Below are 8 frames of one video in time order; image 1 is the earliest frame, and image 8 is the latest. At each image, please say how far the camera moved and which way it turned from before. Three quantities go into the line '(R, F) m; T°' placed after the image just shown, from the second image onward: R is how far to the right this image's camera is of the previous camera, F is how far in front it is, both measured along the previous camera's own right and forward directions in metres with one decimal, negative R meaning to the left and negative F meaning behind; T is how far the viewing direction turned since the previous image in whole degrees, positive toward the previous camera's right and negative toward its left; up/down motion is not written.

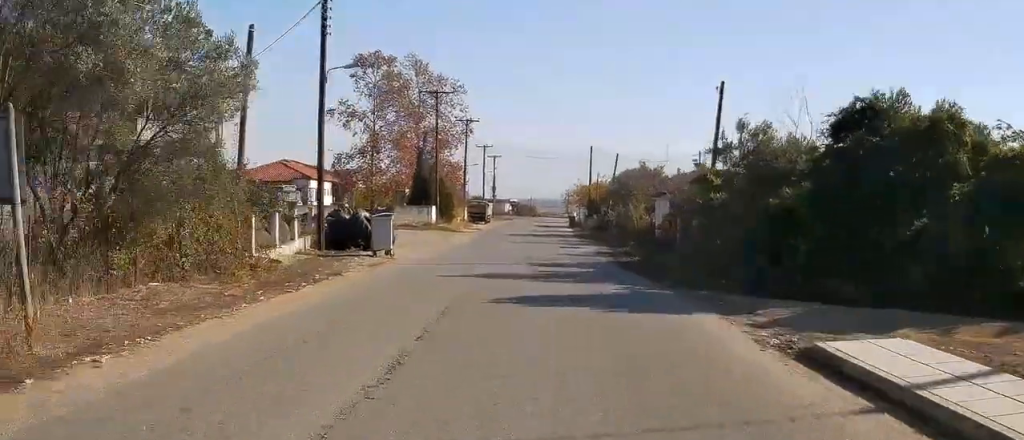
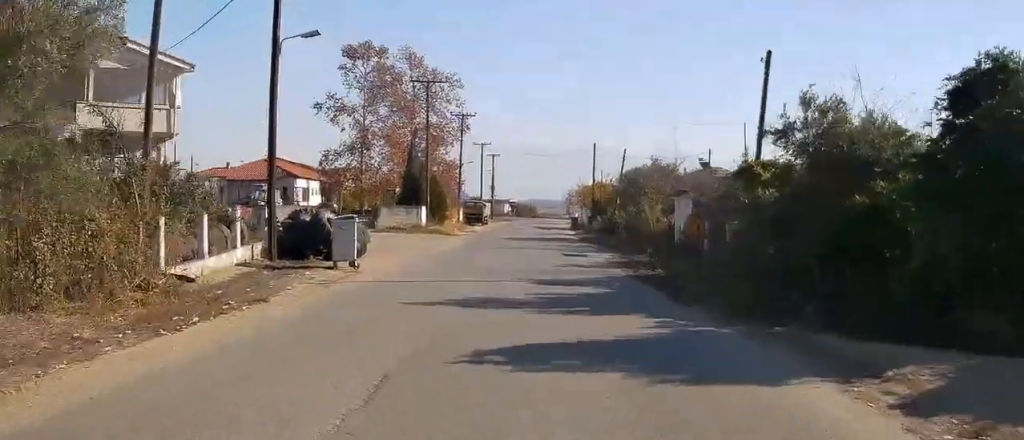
(0.0, +5.2) m; 0°
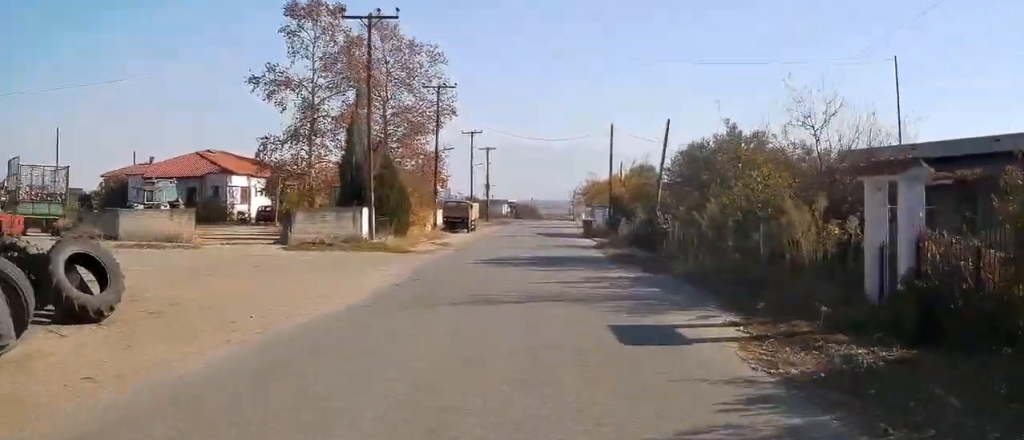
(+0.4, +18.4) m; +1°
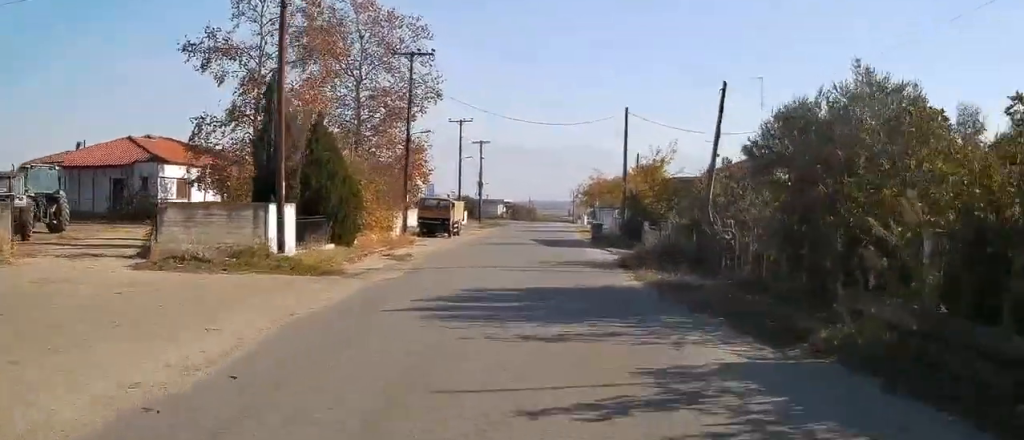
(0.0, +11.8) m; 0°
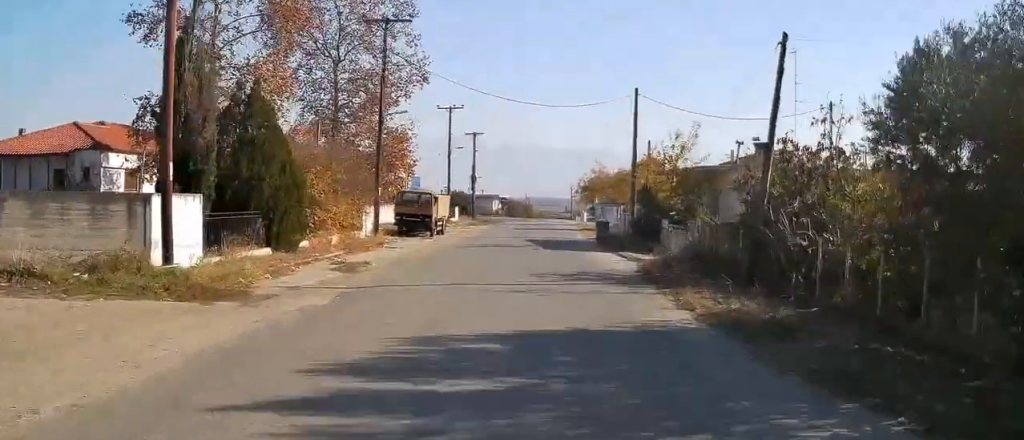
(0.0, +6.9) m; -1°
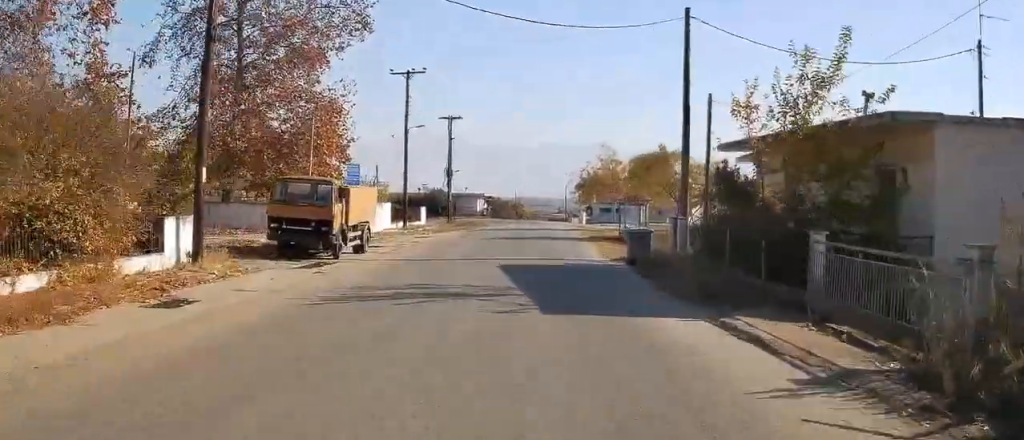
(-0.3, +19.1) m; -1°
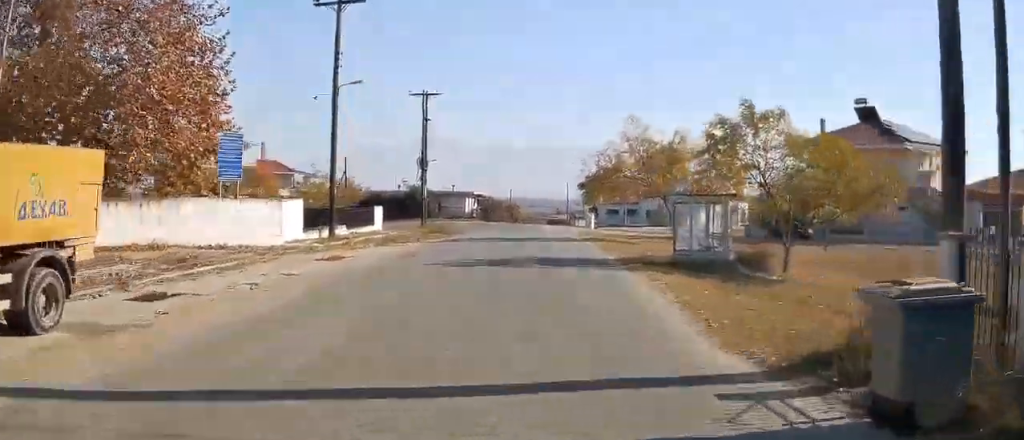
(0.0, +19.1) m; 0°
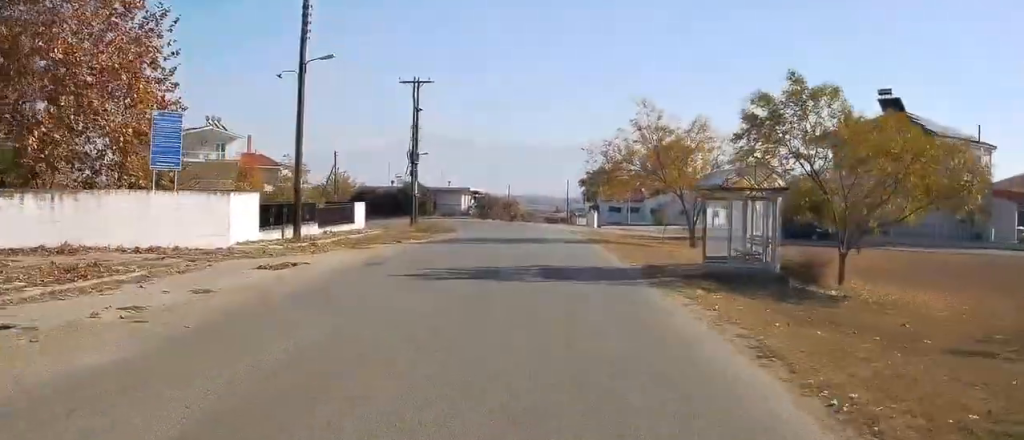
(0.0, +5.1) m; 0°
